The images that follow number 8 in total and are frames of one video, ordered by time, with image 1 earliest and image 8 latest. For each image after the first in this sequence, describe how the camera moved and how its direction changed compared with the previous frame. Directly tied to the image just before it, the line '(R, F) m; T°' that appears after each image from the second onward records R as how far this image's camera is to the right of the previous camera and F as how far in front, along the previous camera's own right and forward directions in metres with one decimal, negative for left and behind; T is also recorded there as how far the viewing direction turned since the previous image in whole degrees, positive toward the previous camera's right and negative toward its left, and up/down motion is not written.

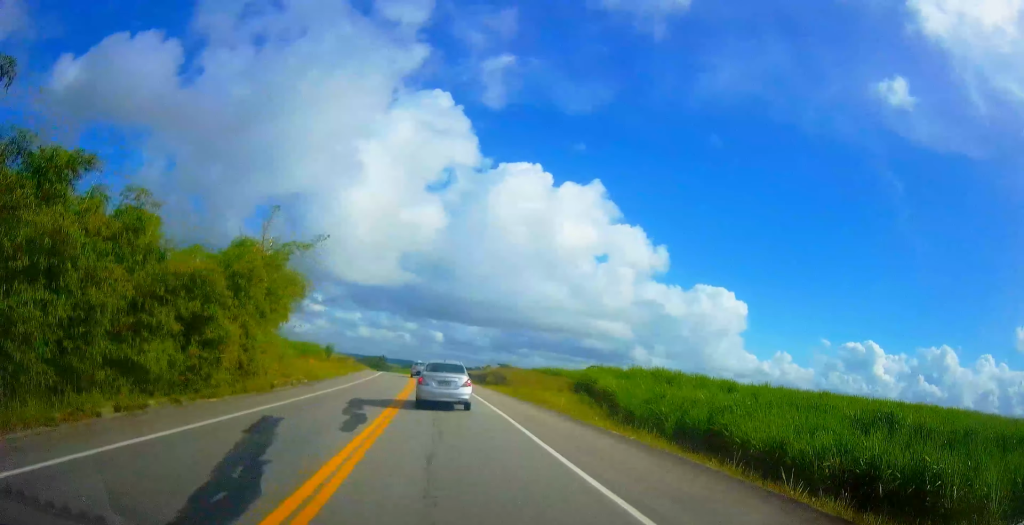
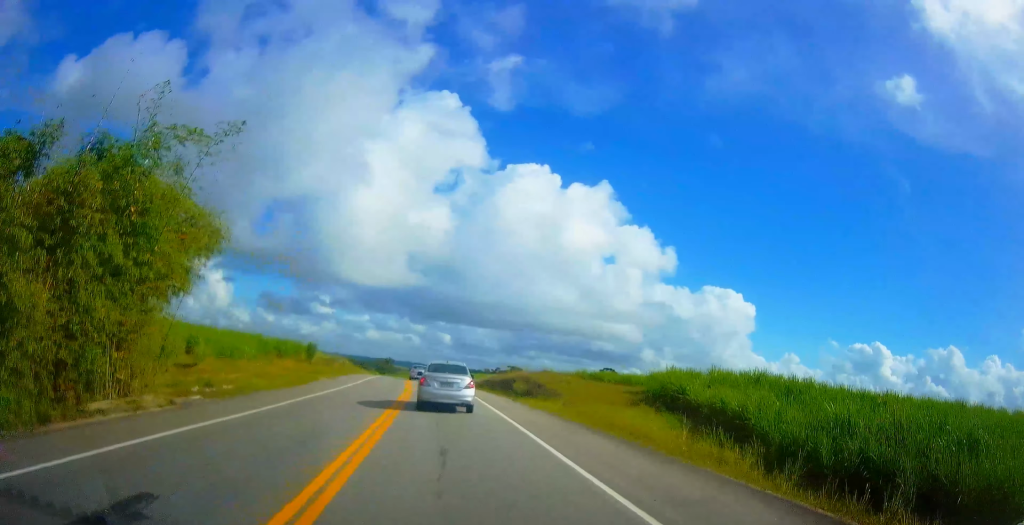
(-0.2, +15.9) m; -1°
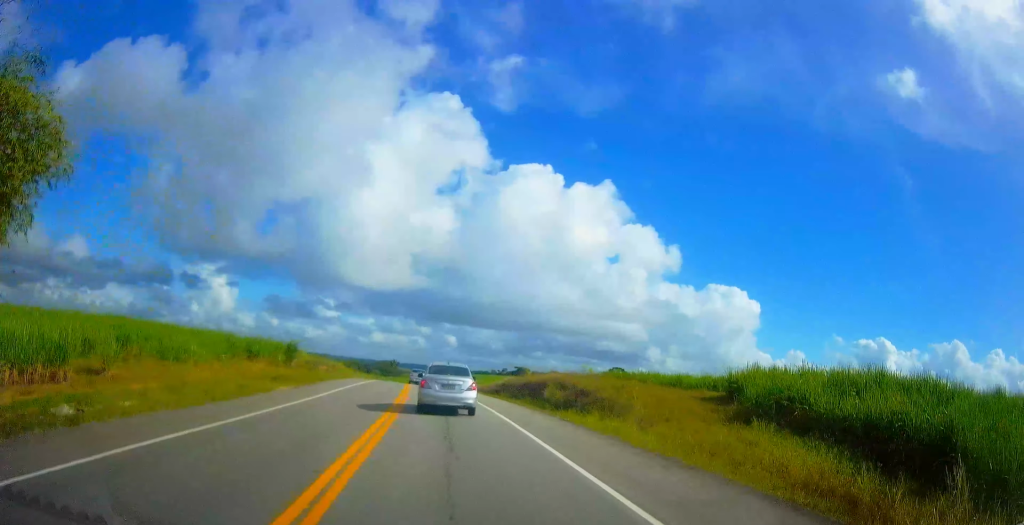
(-0.1, +10.9) m; 0°
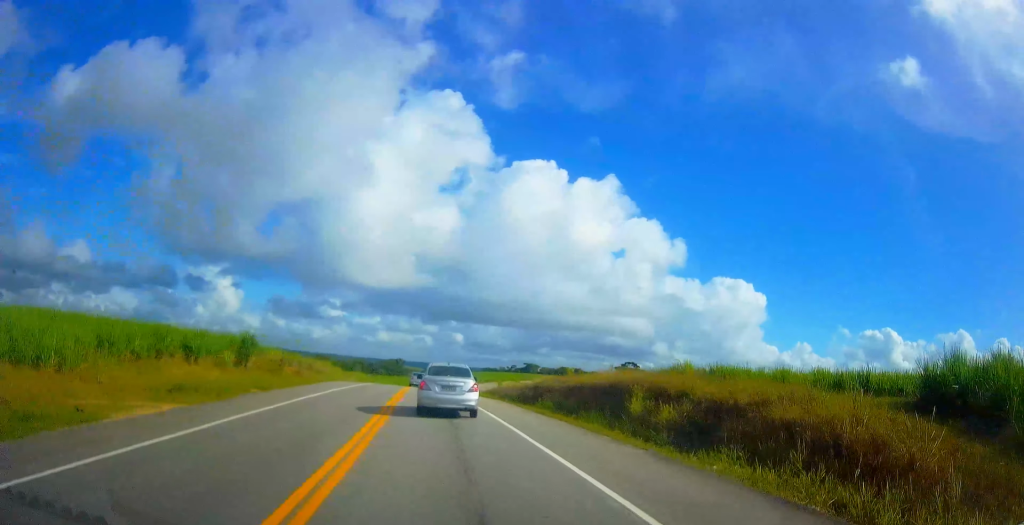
(+0.1, +14.3) m; -1°
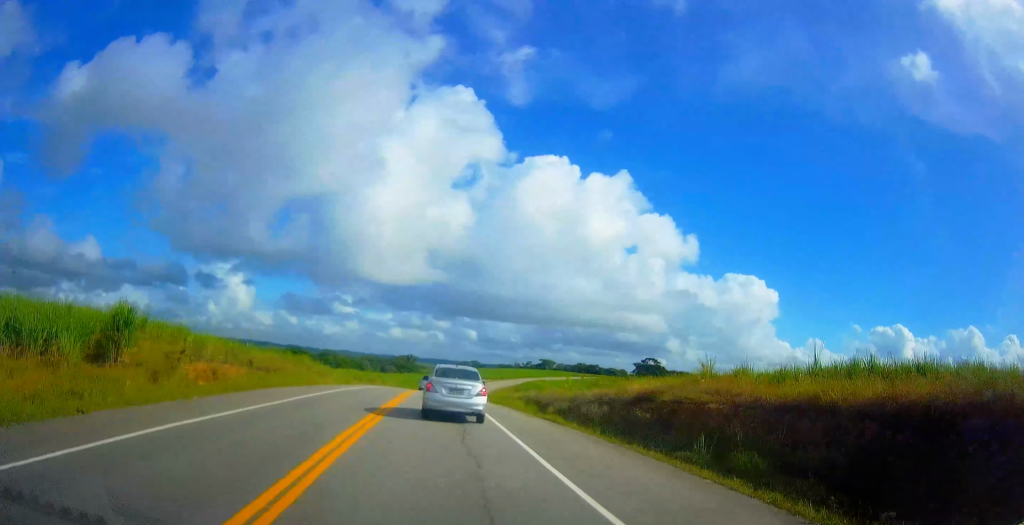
(-0.3, +18.6) m; -1°
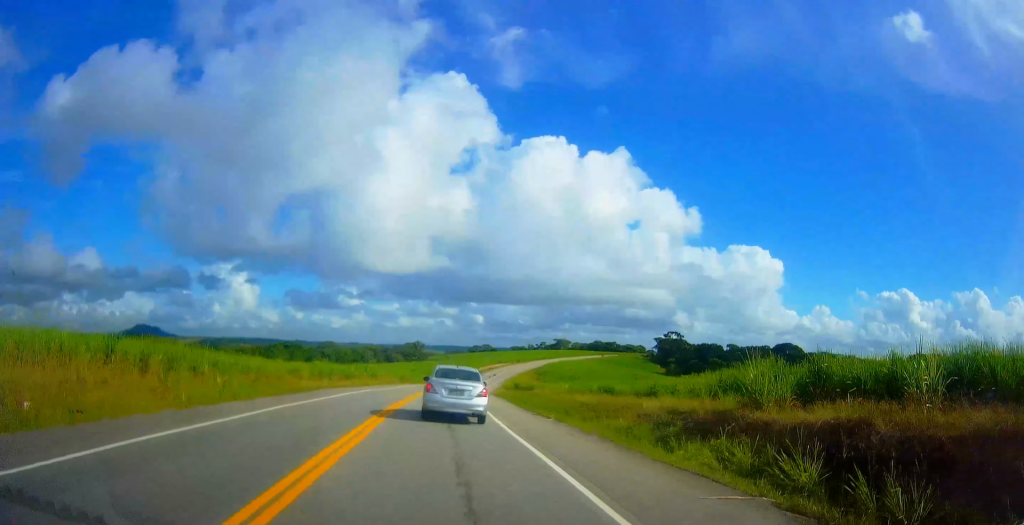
(-0.3, +30.7) m; -2°
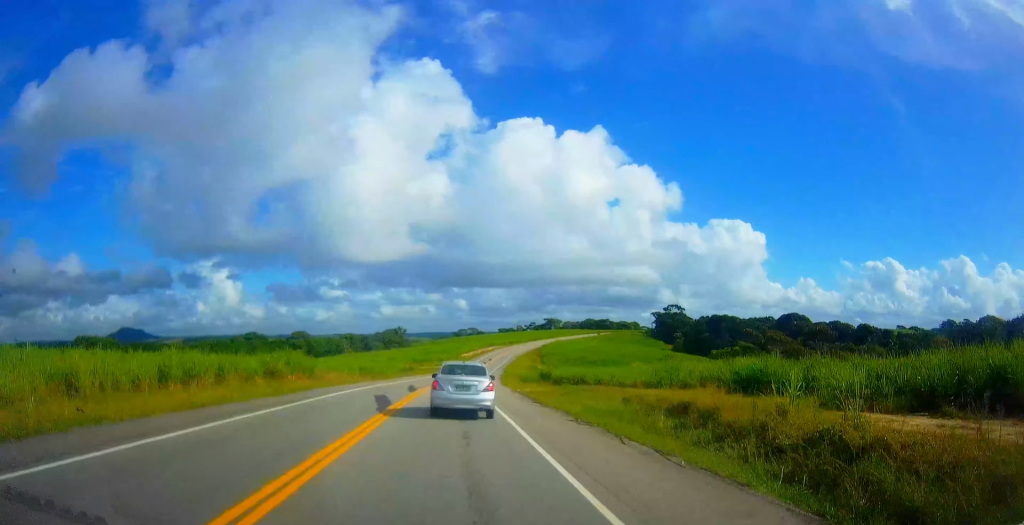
(-0.3, +31.5) m; 0°
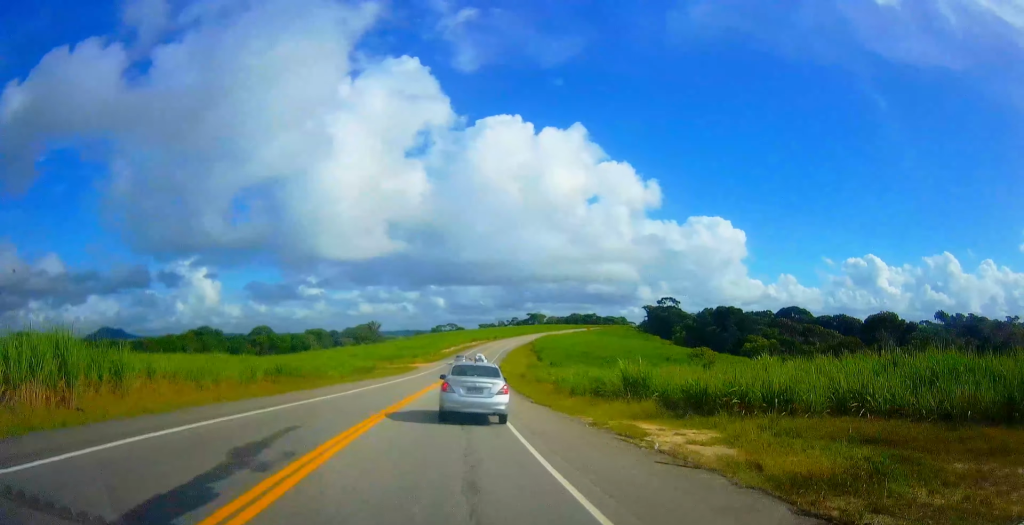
(+0.4, +26.7) m; 0°
